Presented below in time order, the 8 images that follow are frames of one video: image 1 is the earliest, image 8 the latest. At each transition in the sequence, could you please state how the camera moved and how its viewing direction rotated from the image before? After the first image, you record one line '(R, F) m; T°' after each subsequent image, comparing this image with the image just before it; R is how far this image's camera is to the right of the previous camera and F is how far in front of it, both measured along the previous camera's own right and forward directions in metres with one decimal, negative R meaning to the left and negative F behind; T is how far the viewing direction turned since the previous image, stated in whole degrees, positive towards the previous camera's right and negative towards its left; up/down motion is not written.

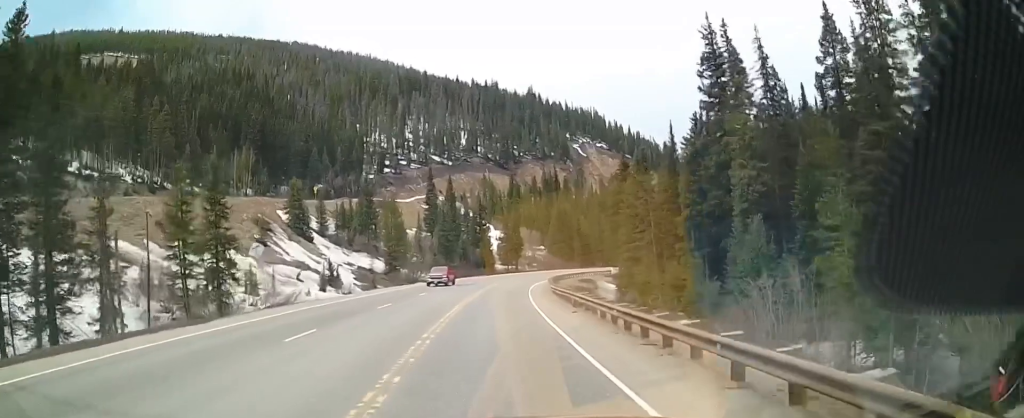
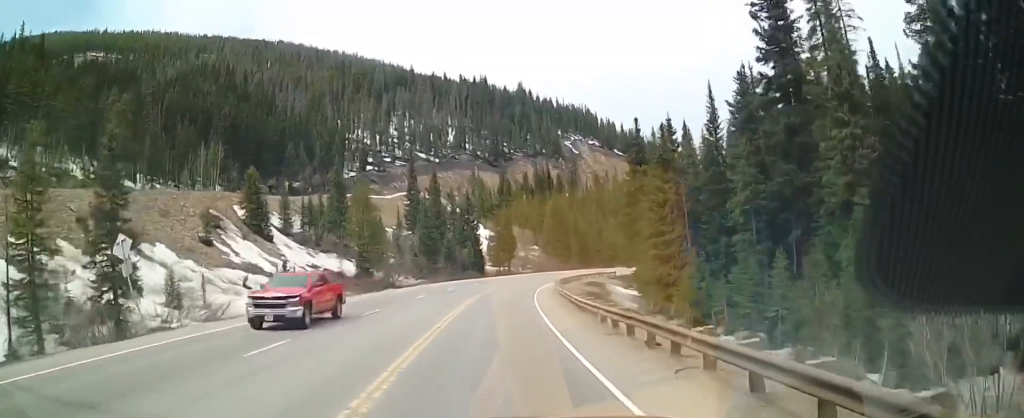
(+0.3, +19.3) m; +2°
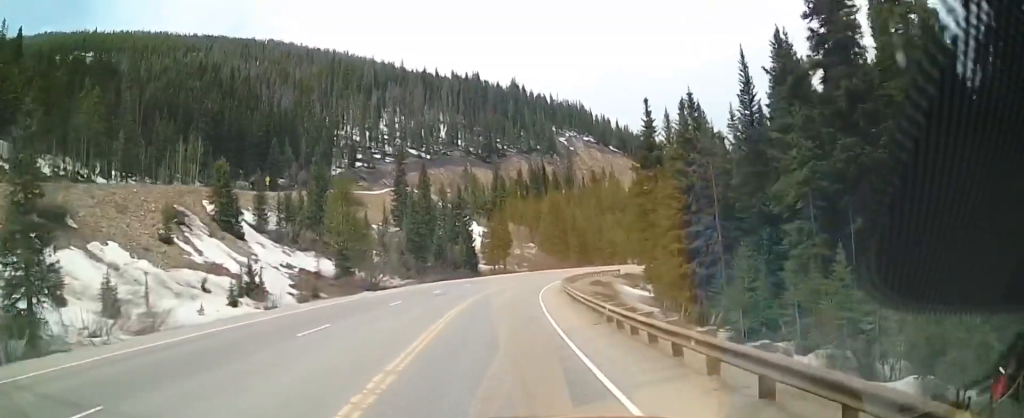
(+0.2, +10.7) m; +1°
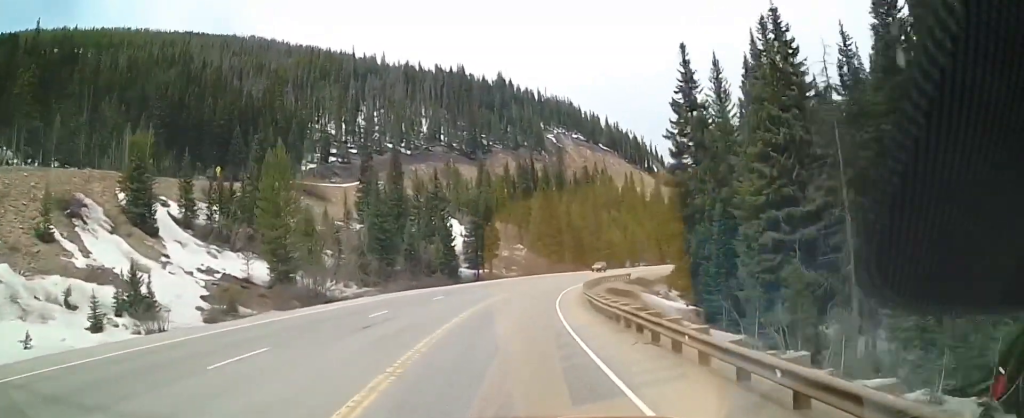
(+0.1, +21.9) m; +2°
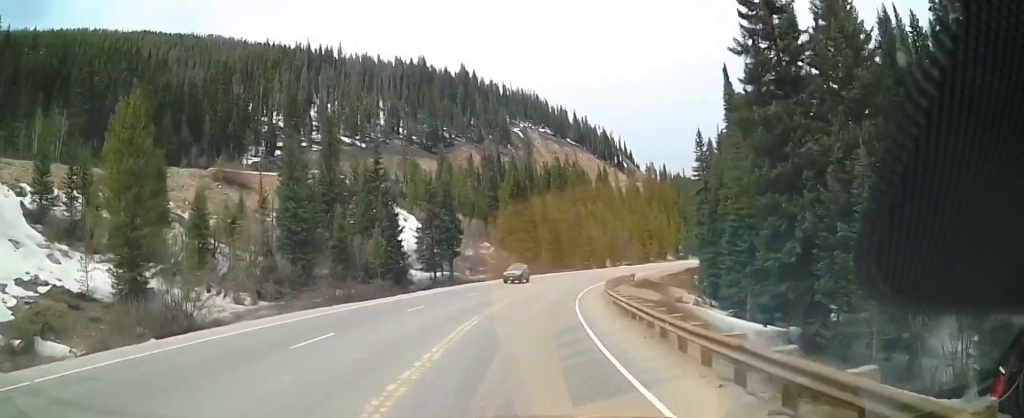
(+1.0, +24.2) m; +5°
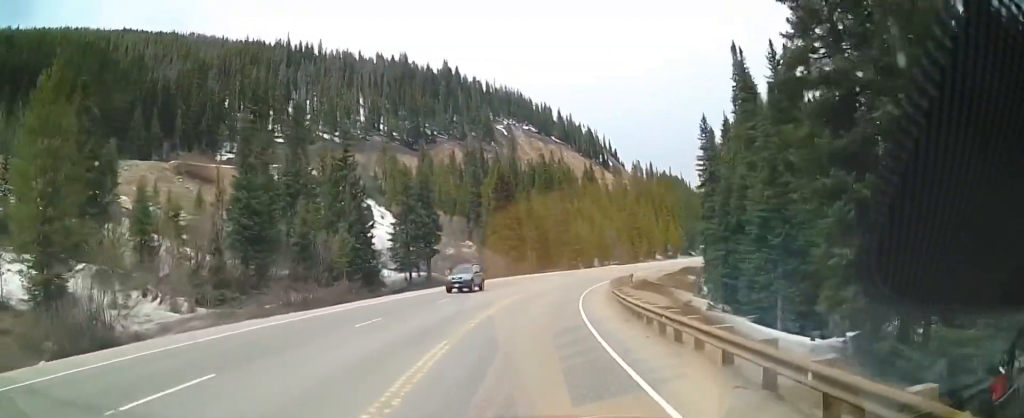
(+0.1, +7.8) m; +1°
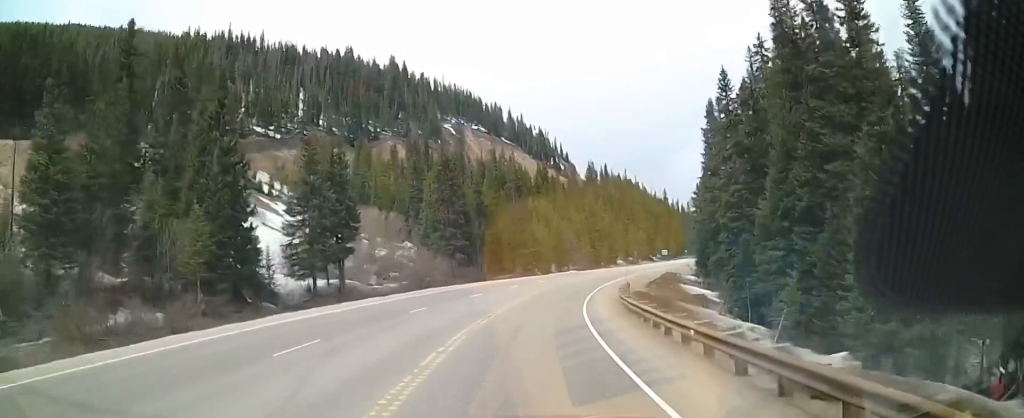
(+0.6, +19.9) m; +5°
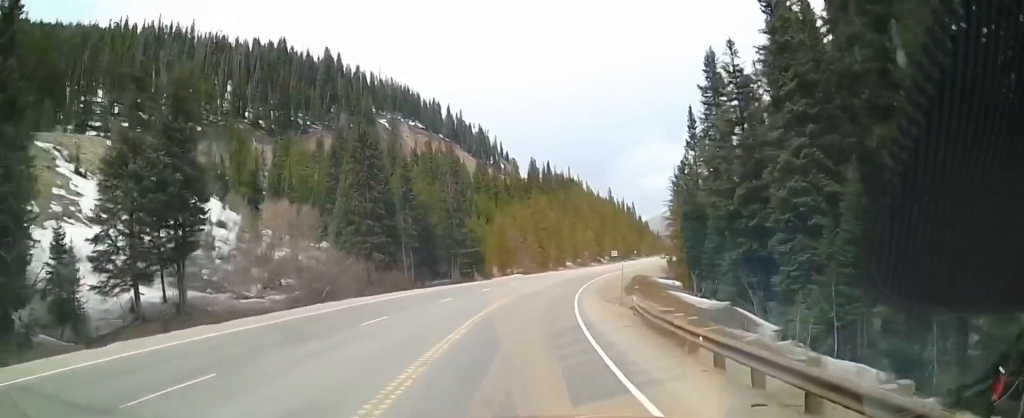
(+1.0, +18.2) m; +6°
